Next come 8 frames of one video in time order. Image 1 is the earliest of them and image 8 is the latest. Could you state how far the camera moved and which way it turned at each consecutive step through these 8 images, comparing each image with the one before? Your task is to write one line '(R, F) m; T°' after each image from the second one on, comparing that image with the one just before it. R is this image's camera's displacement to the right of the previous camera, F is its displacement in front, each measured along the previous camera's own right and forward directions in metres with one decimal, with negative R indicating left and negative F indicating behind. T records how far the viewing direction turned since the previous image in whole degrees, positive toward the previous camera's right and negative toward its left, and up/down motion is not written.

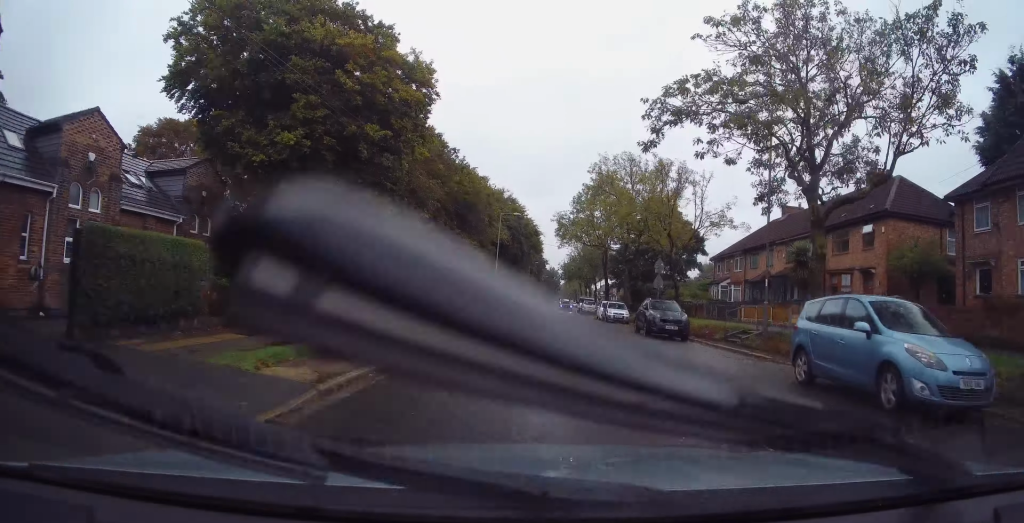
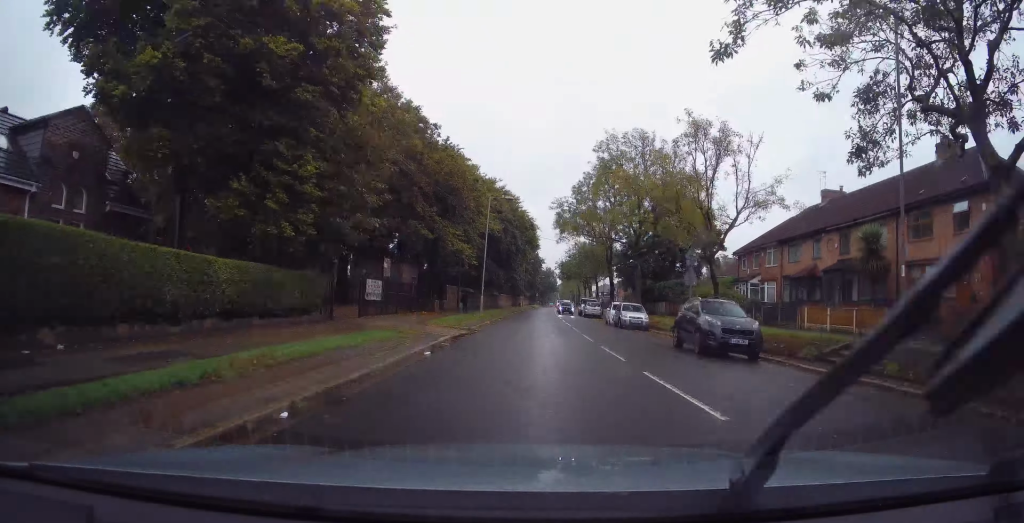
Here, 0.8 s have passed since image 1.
(0.0, +7.6) m; -1°
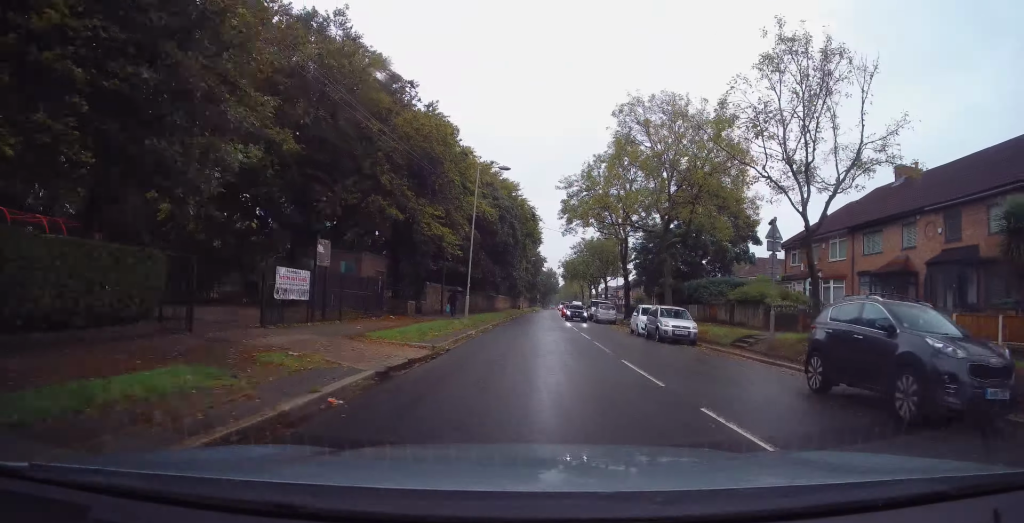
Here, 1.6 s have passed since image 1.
(-0.2, +8.9) m; +1°
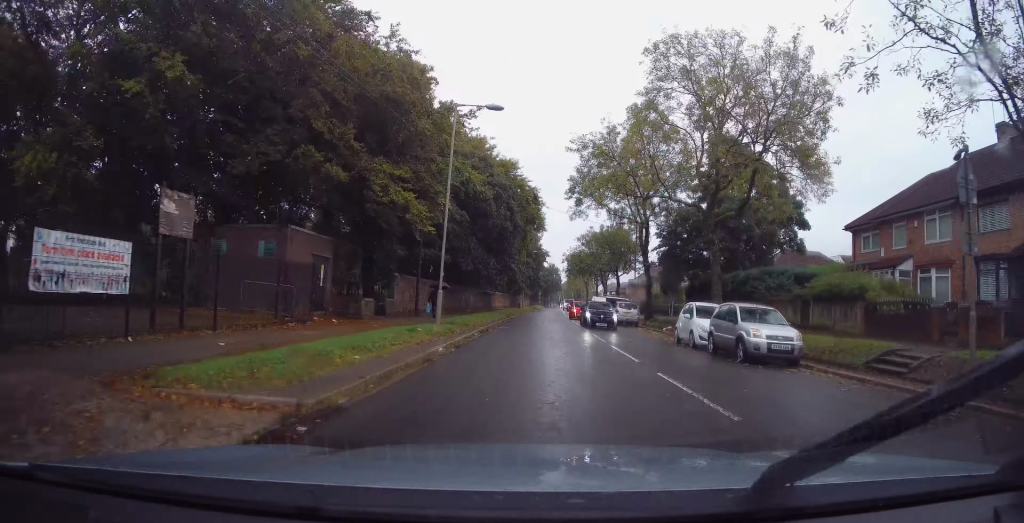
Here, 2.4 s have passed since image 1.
(+0.4, +8.8) m; +1°
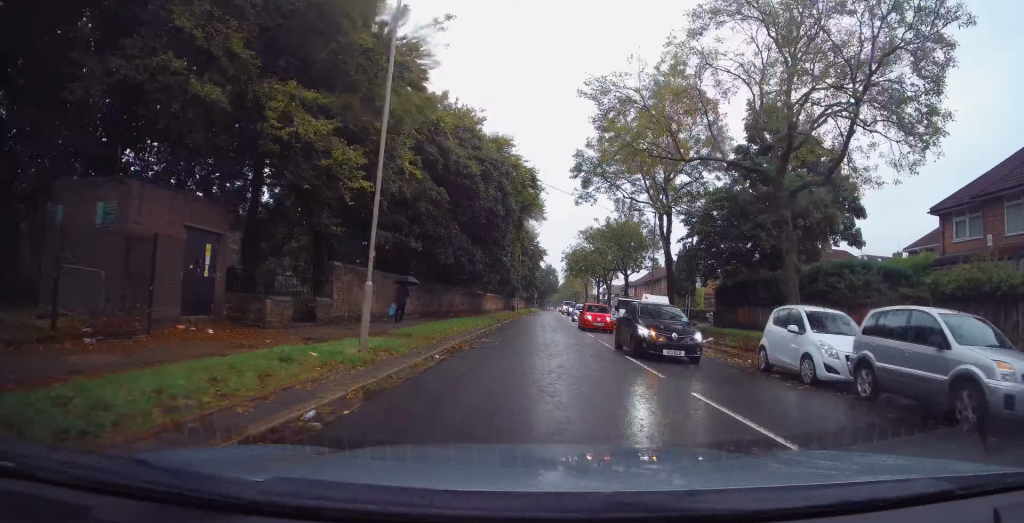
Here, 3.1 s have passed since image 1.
(-0.1, +8.1) m; 0°
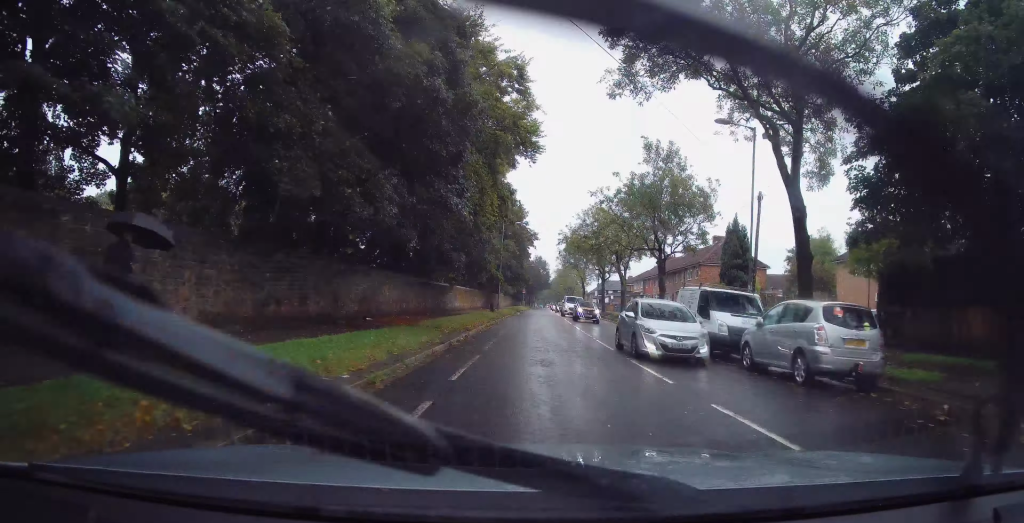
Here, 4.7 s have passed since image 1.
(+0.2, +18.9) m; +2°
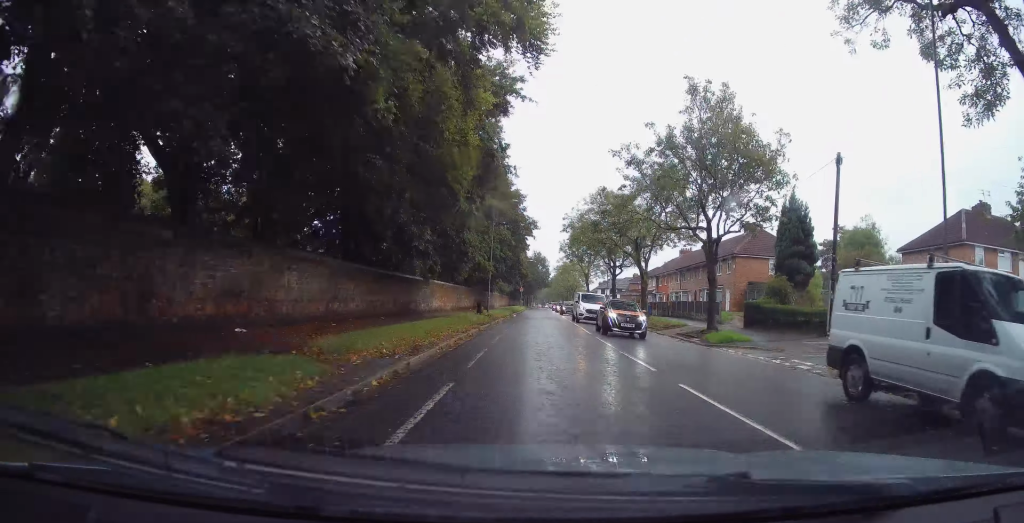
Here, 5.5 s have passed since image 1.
(+0.1, +10.6) m; 0°
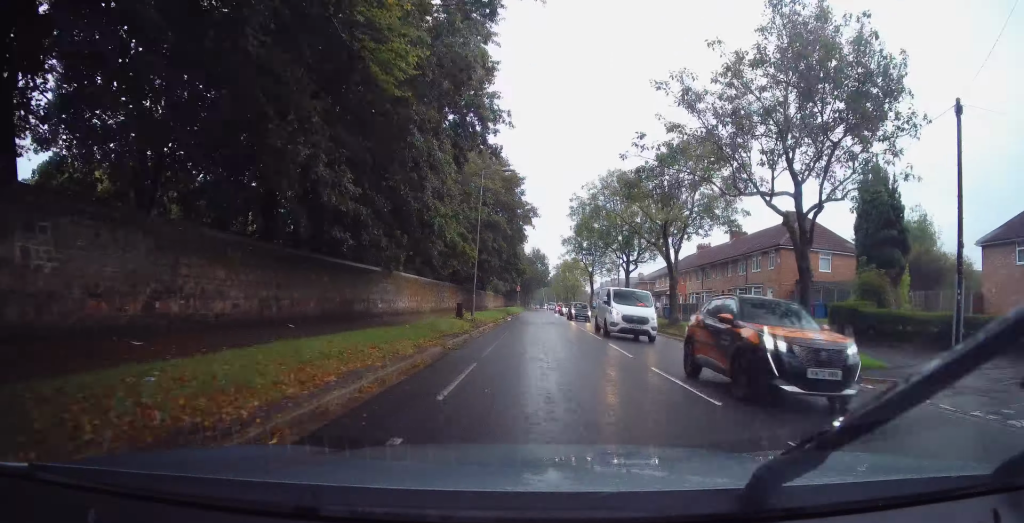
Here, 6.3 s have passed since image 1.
(0.0, +9.5) m; +1°
